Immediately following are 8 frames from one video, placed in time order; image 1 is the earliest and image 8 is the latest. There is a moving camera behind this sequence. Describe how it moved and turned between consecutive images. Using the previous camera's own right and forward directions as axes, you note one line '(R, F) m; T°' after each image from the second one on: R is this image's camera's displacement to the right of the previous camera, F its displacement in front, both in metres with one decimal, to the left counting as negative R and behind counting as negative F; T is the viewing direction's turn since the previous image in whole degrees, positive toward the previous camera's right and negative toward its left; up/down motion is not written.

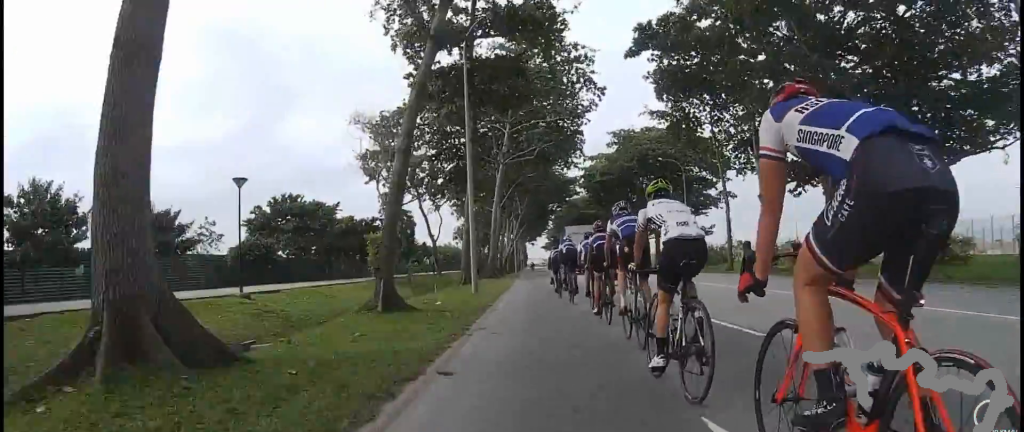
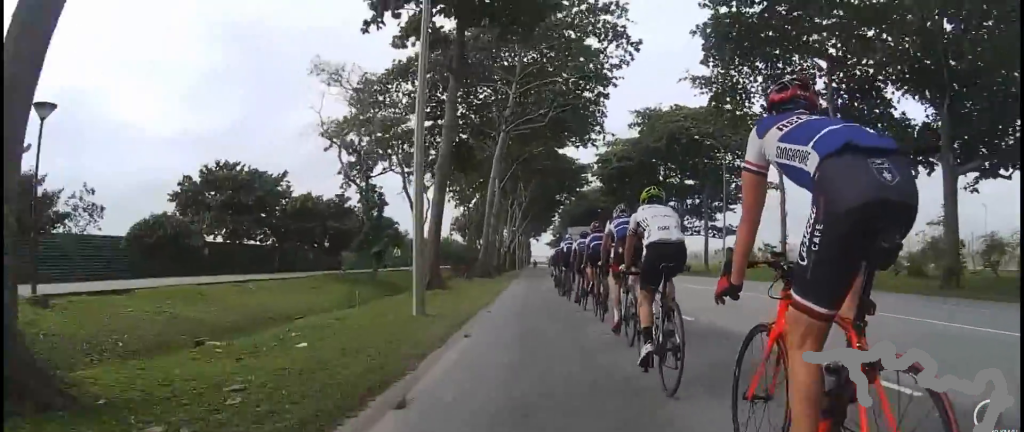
(+1.1, +9.6) m; -2°
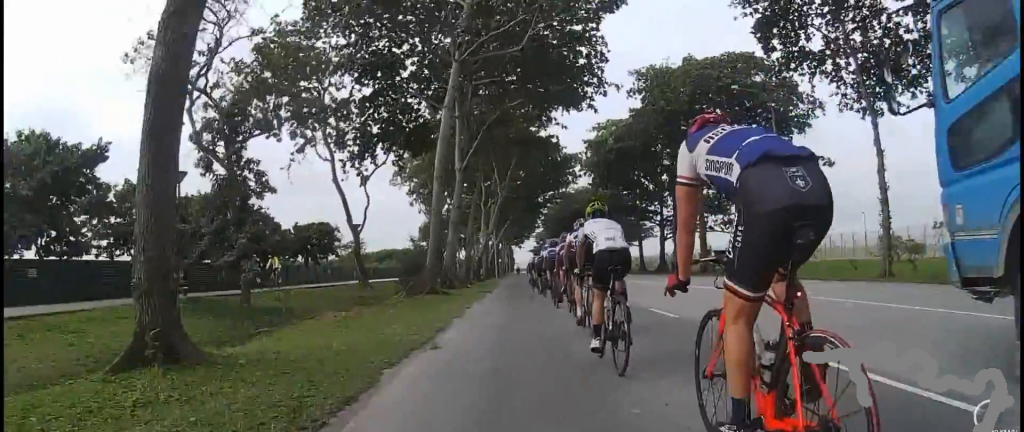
(-1.7, +13.1) m; 0°
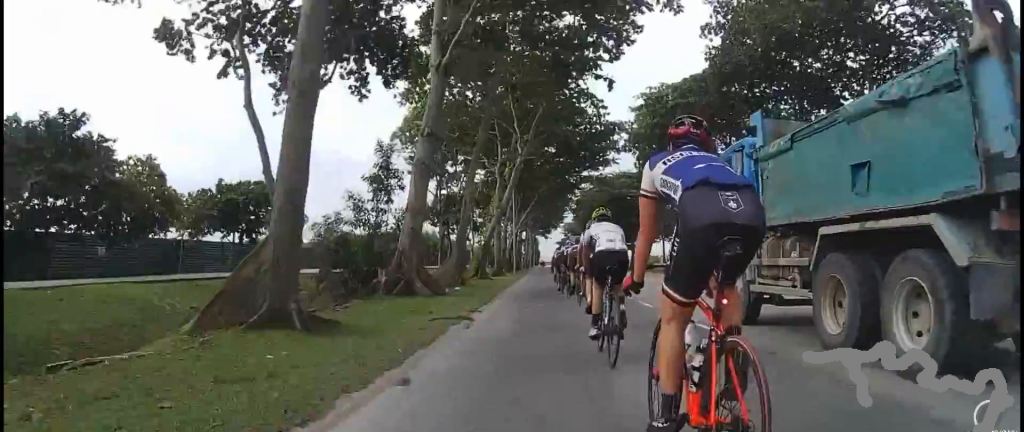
(+1.5, +14.1) m; 0°
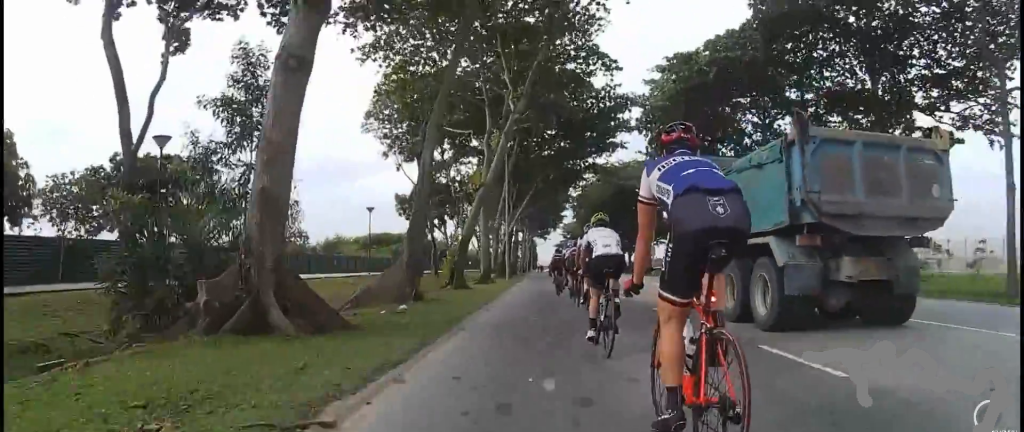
(-1.3, +8.1) m; 0°
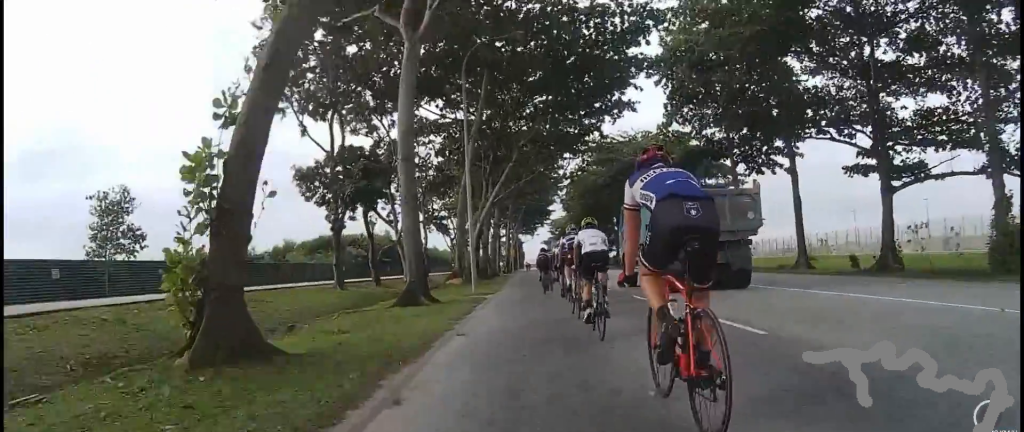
(+1.5, +15.9) m; +2°
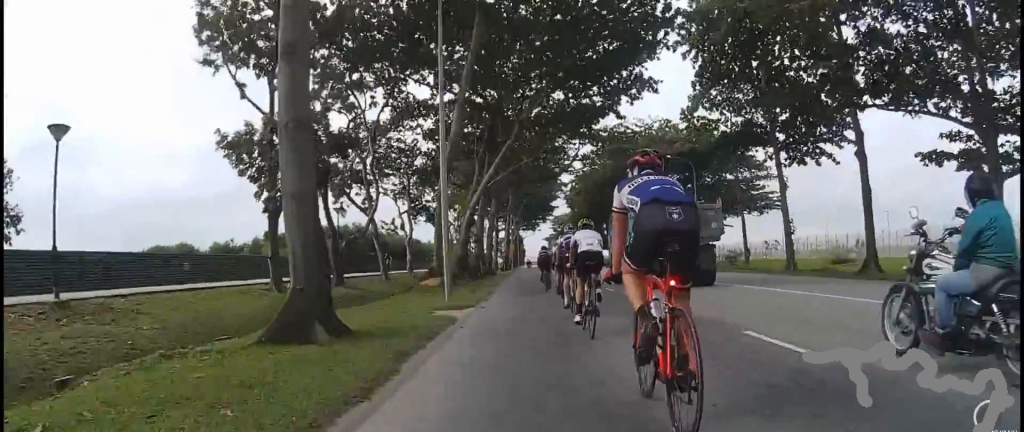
(-0.6, +6.8) m; -2°
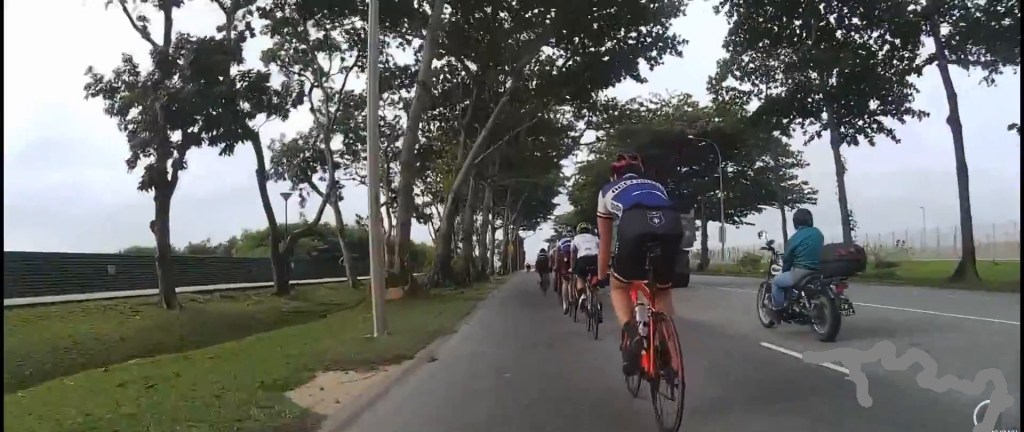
(+0.3, +6.6) m; +3°
